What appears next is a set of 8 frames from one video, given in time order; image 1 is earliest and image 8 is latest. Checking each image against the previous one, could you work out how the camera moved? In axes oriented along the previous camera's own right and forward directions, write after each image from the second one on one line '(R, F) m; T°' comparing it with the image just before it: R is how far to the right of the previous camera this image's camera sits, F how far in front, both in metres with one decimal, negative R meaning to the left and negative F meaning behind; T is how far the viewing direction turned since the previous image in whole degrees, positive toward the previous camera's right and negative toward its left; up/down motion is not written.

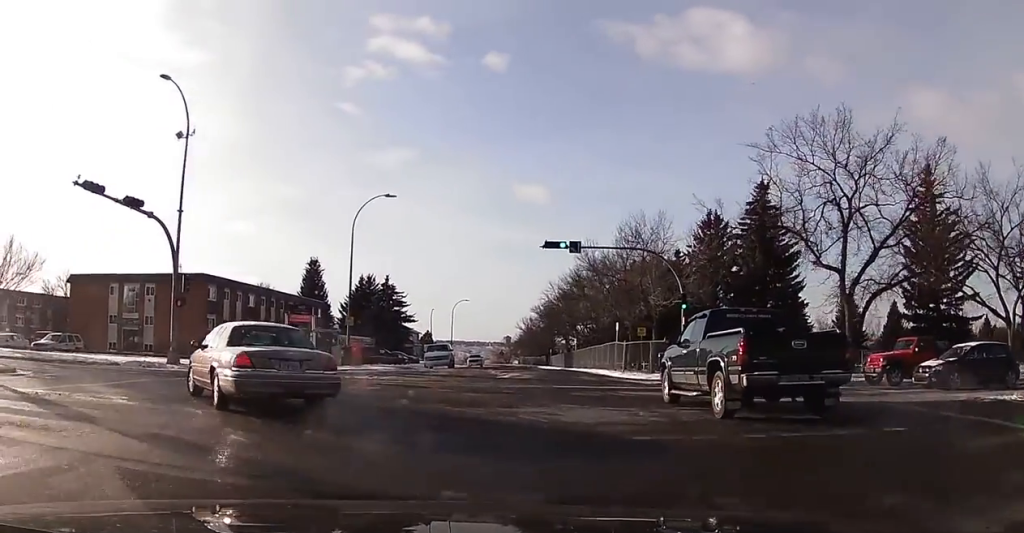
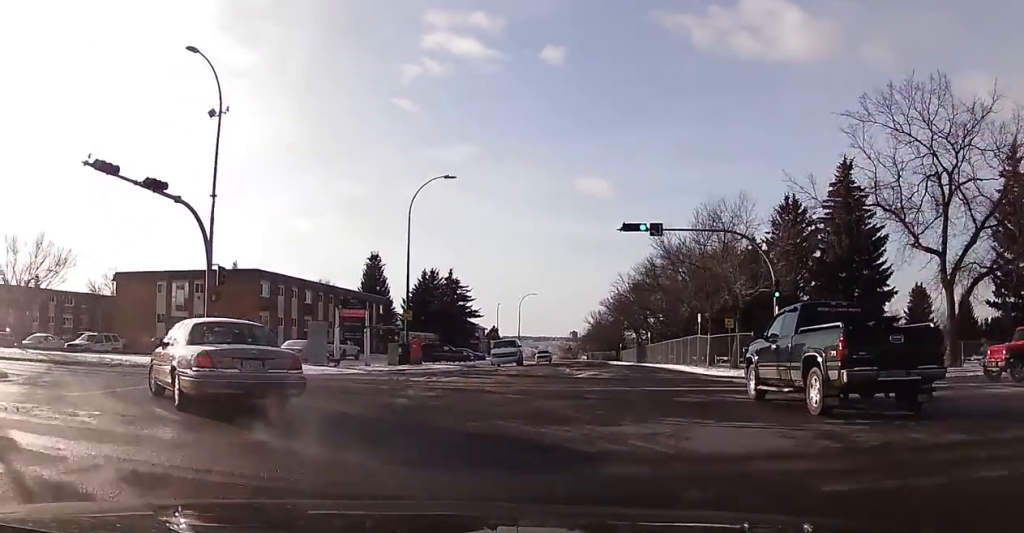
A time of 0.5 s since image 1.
(-0.1, +3.3) m; -6°
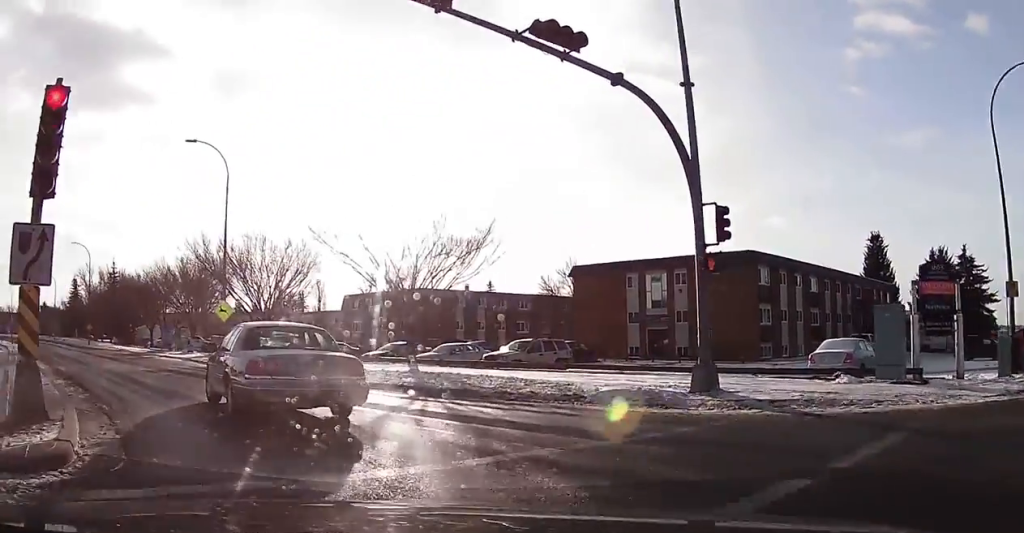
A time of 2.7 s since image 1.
(-3.3, +12.3) m; -38°
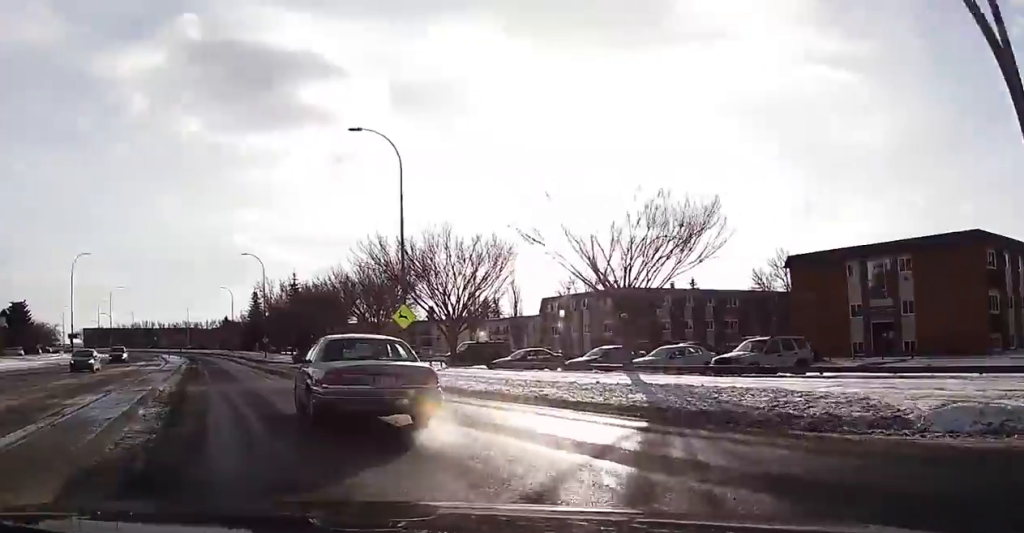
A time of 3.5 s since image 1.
(-1.0, +5.0) m; -17°
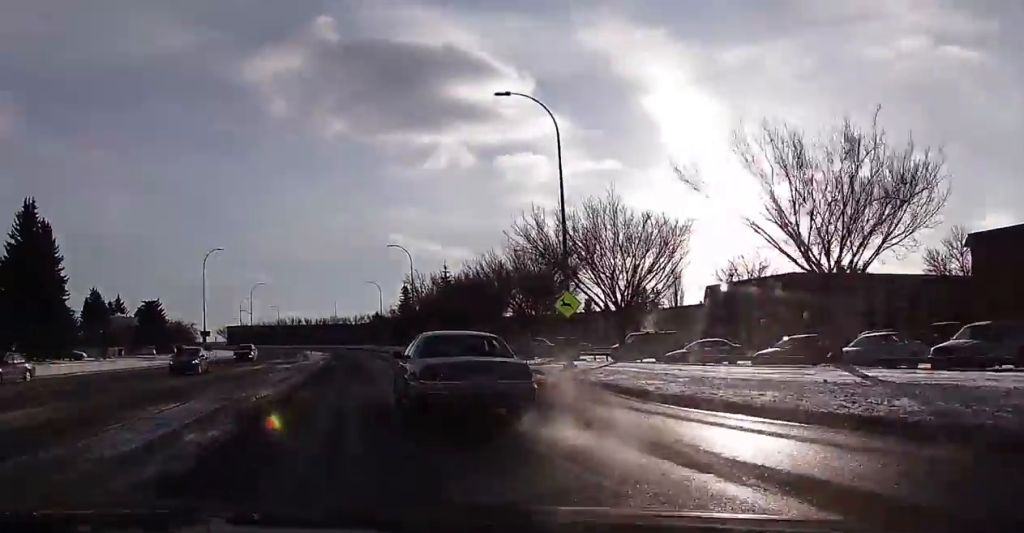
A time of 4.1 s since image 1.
(-0.5, +4.5) m; -10°
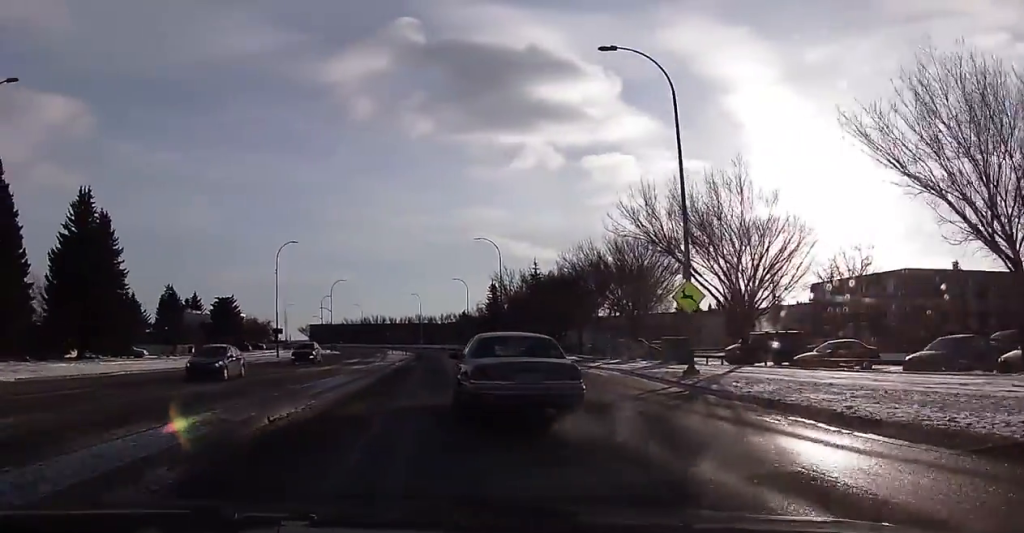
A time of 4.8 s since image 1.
(-0.2, +4.9) m; -8°
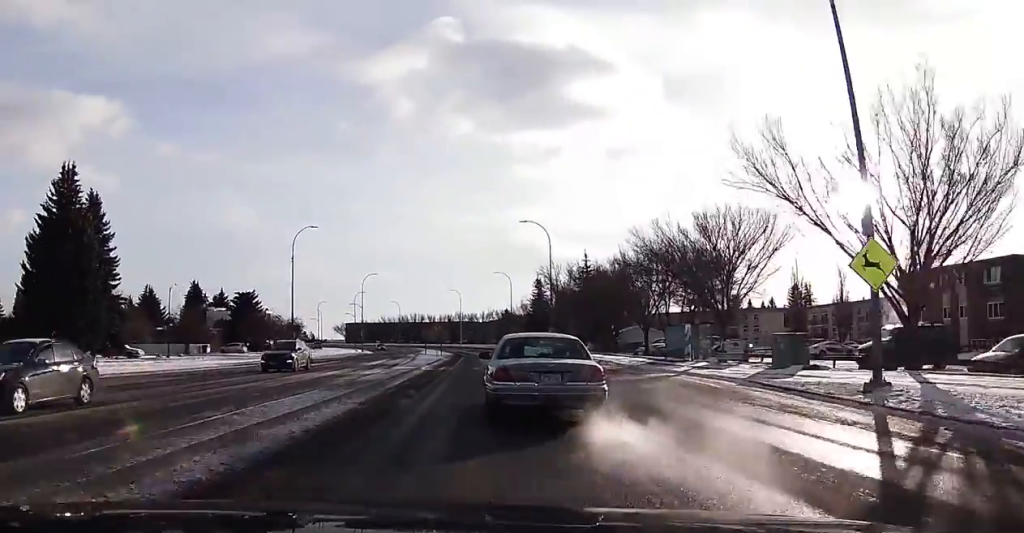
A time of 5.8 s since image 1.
(-0.8, +9.7) m; -4°
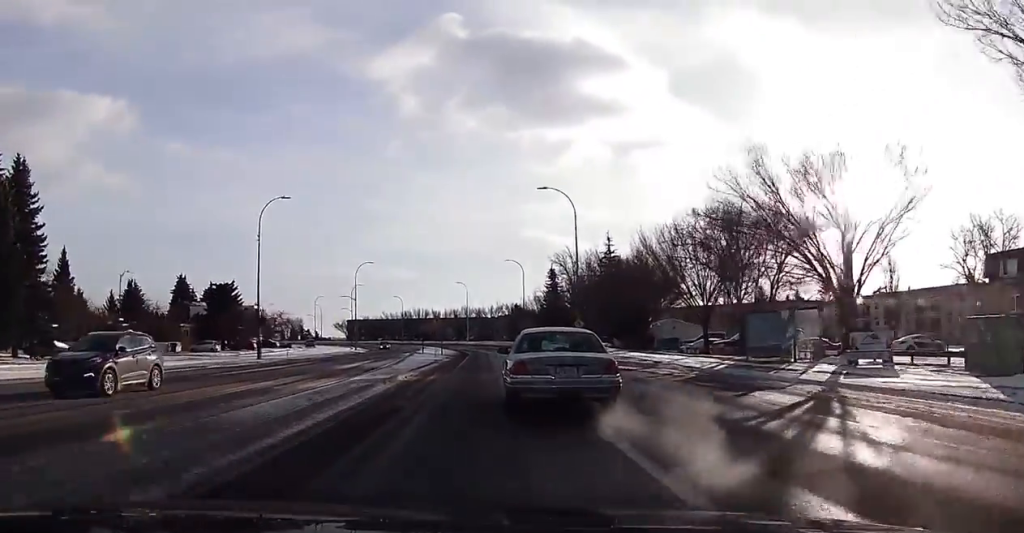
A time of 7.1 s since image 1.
(0.0, +12.7) m; 0°
